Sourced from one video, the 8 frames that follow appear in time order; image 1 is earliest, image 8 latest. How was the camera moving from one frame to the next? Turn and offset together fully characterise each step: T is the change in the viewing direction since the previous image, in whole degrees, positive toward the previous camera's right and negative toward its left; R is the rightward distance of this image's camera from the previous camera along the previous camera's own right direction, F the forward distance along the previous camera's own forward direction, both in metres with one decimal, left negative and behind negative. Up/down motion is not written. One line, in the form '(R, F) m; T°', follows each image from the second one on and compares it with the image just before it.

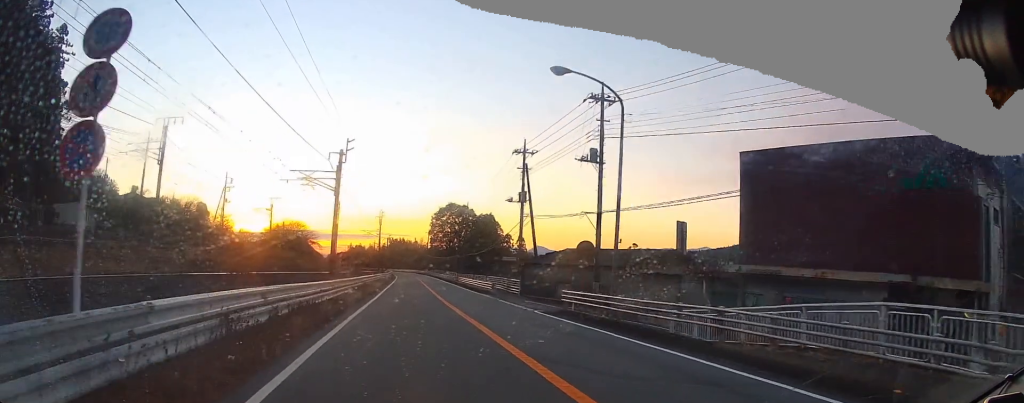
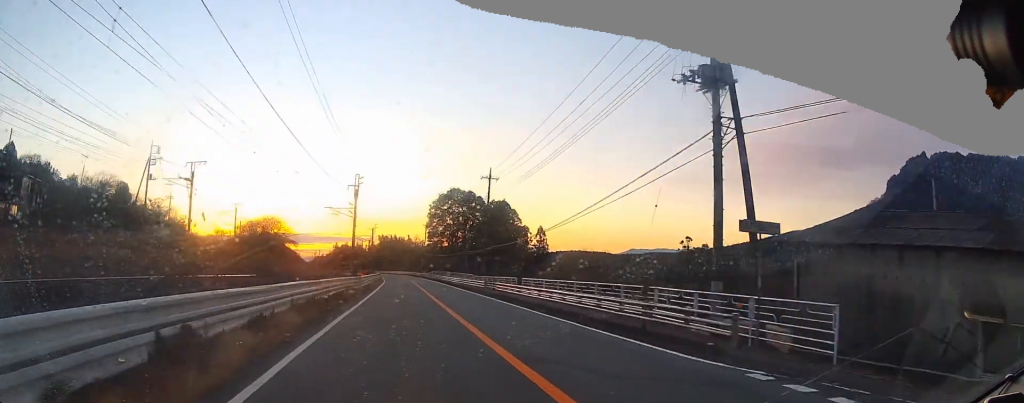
(+0.3, +30.2) m; +1°
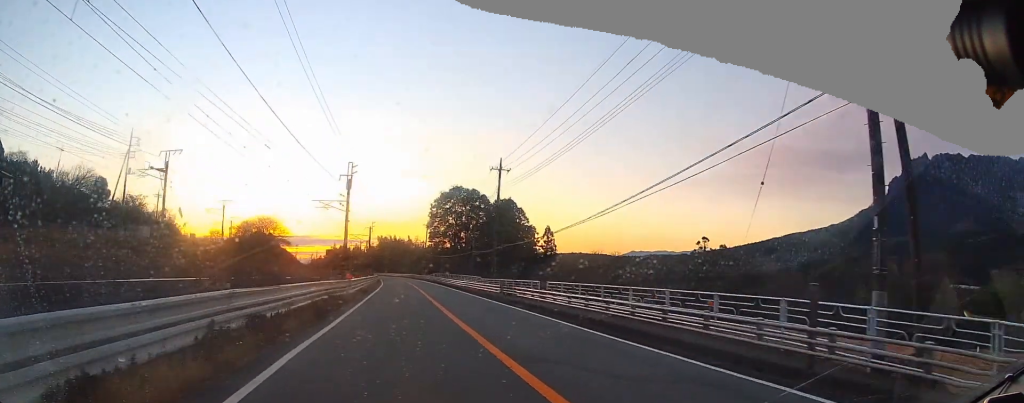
(-0.1, +6.7) m; 0°
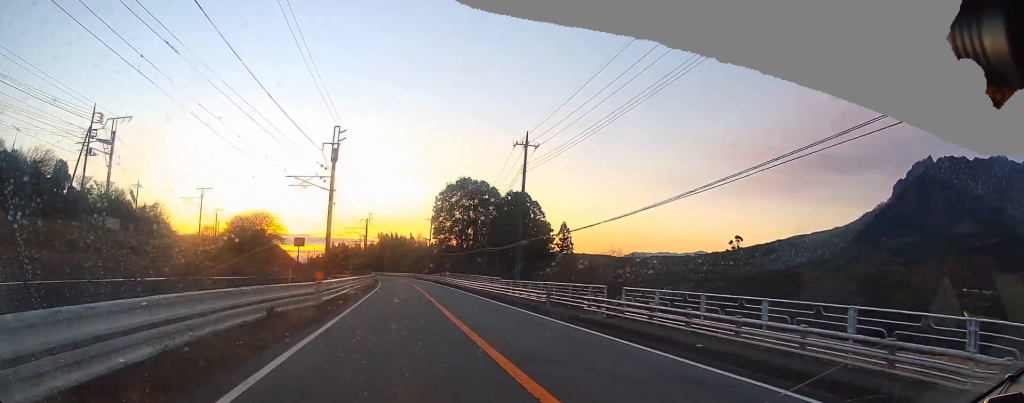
(0.0, +11.5) m; 0°
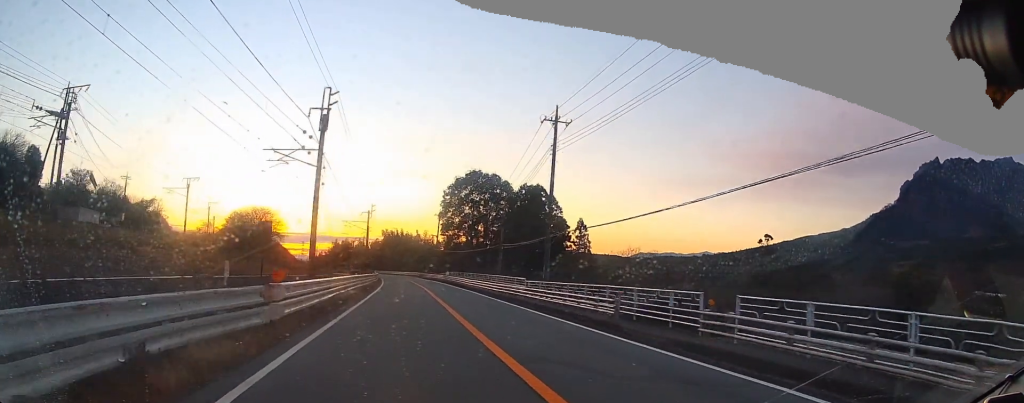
(+0.1, +7.6) m; 0°
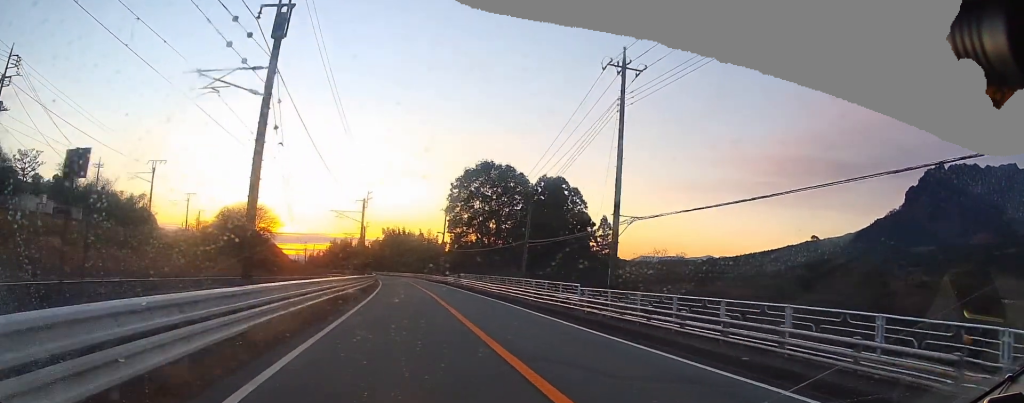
(-0.1, +11.5) m; +2°
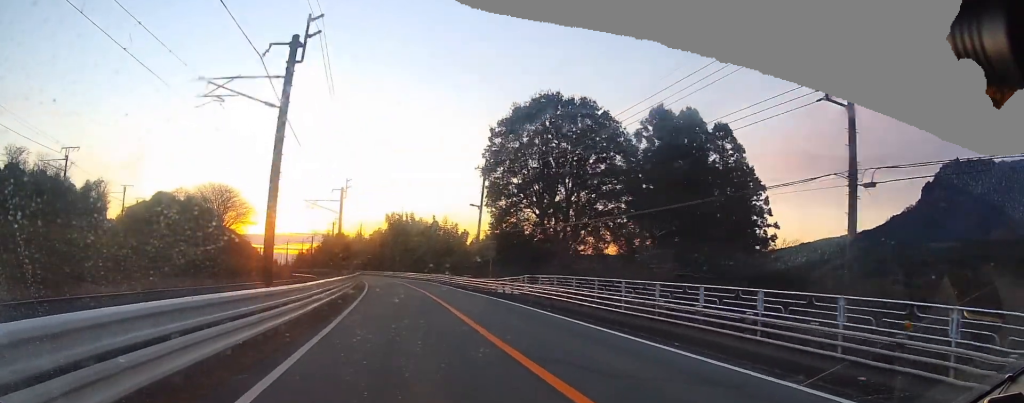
(-0.3, +39.0) m; -3°
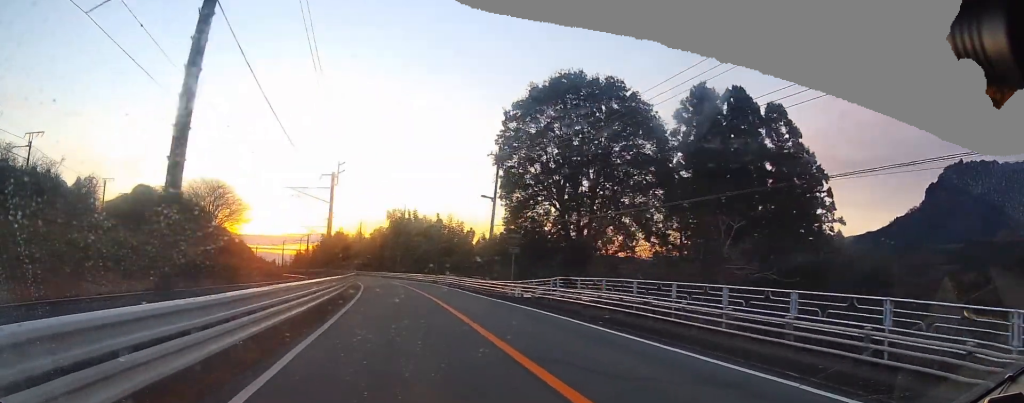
(+0.1, +7.3) m; 0°
